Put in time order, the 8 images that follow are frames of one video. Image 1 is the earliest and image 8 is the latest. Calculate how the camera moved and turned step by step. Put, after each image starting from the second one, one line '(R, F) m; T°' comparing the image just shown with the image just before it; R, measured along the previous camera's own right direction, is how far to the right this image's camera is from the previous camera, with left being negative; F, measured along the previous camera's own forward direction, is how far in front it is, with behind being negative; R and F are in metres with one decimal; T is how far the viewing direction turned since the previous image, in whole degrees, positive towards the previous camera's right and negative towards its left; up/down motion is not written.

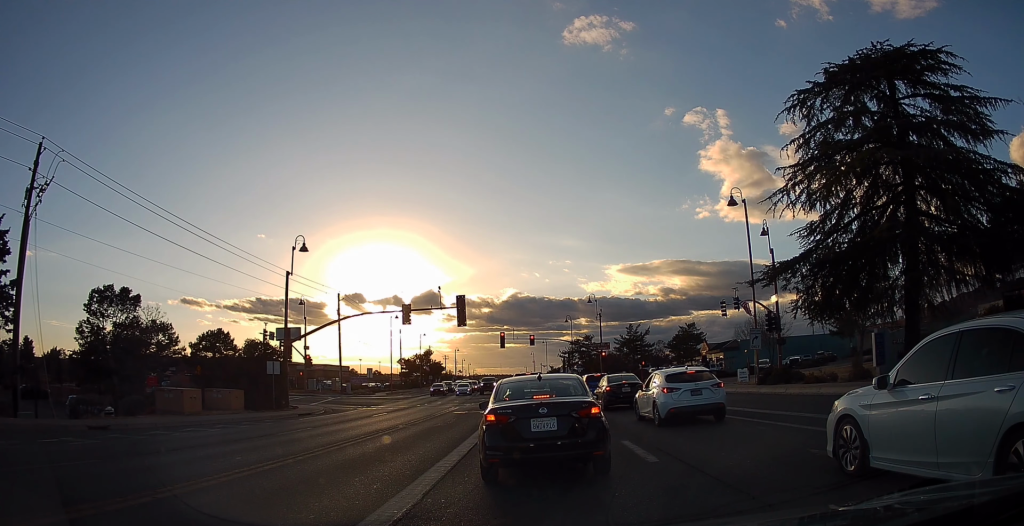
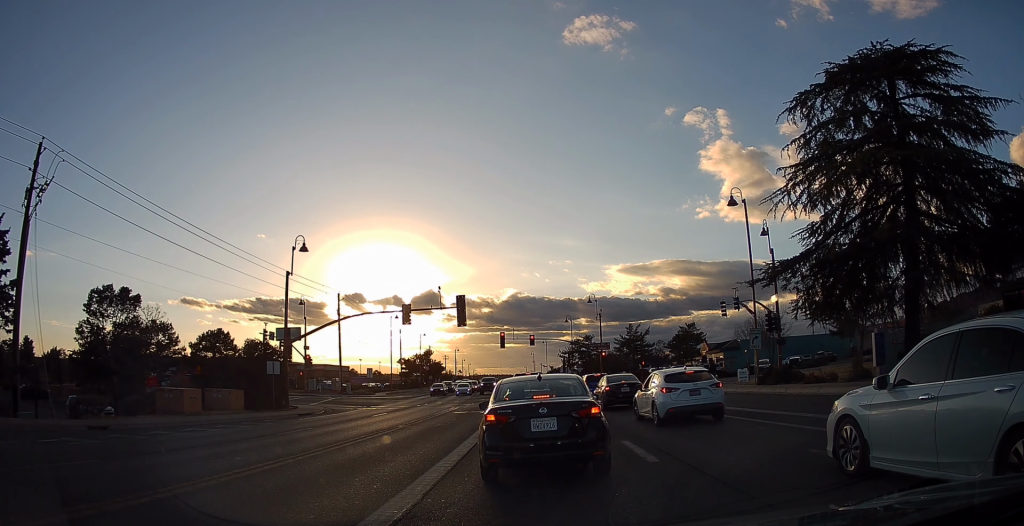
(0.0, 0.0) m; 0°
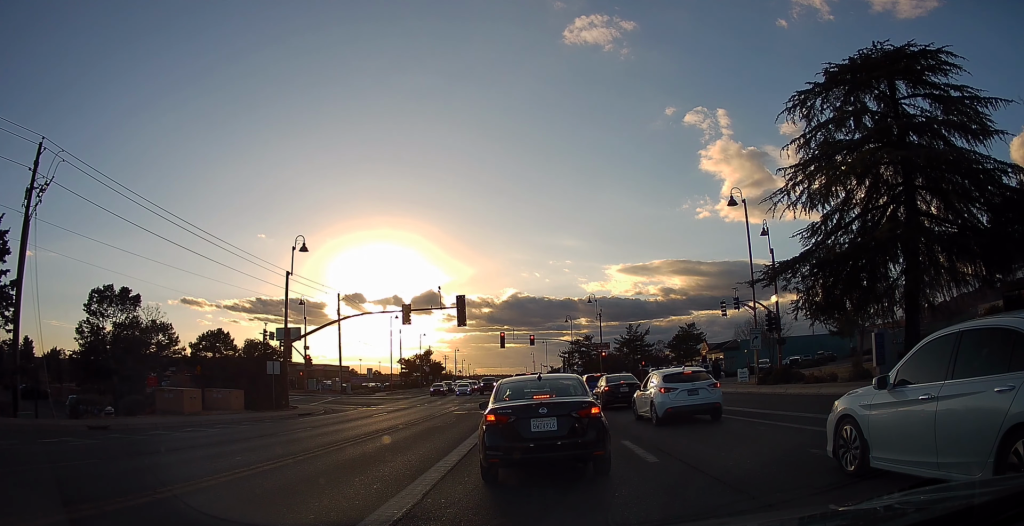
(0.0, 0.0) m; 0°
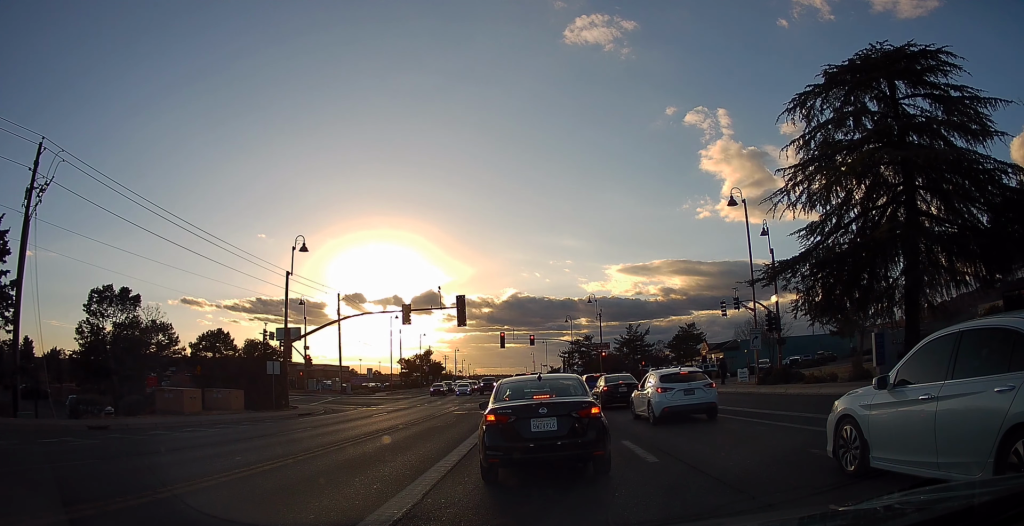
(0.0, 0.0) m; 0°
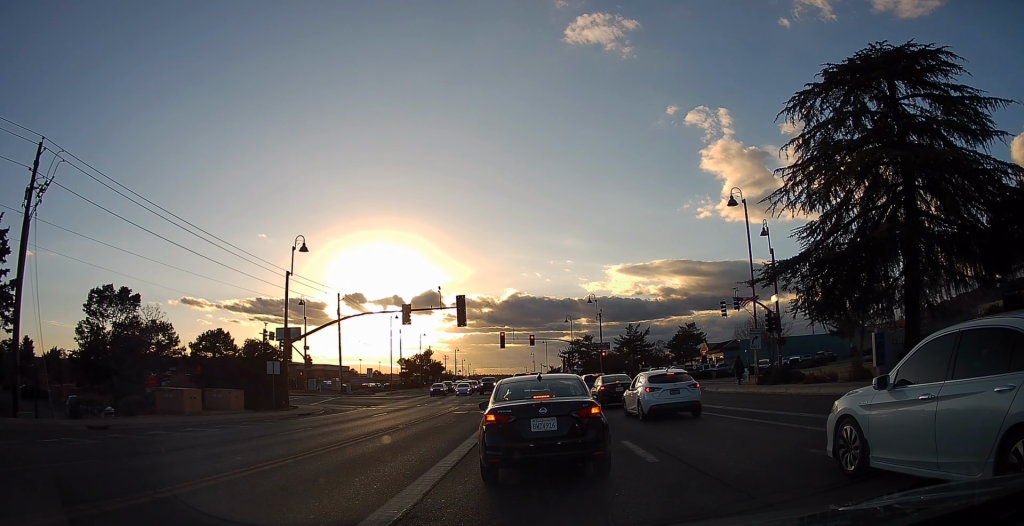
(0.0, 0.0) m; 0°
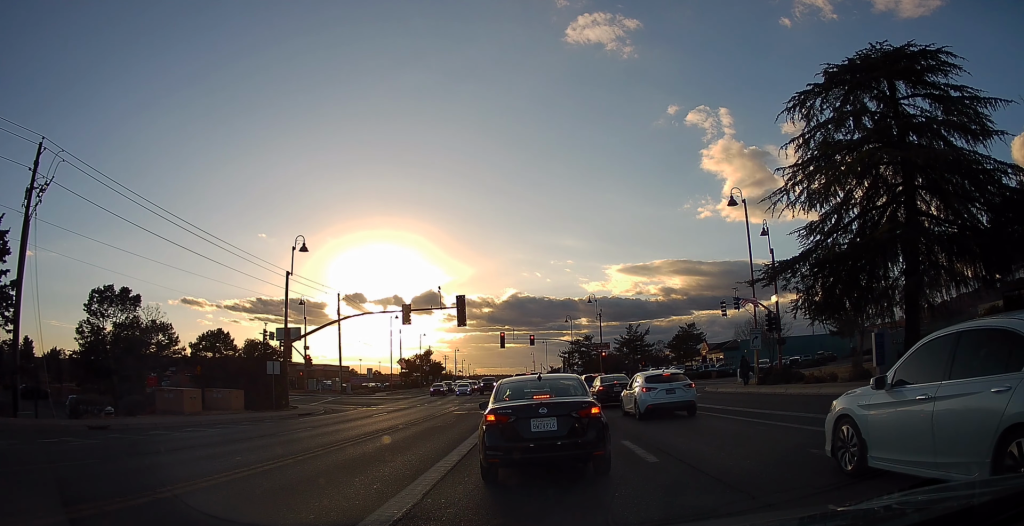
(0.0, 0.0) m; 0°
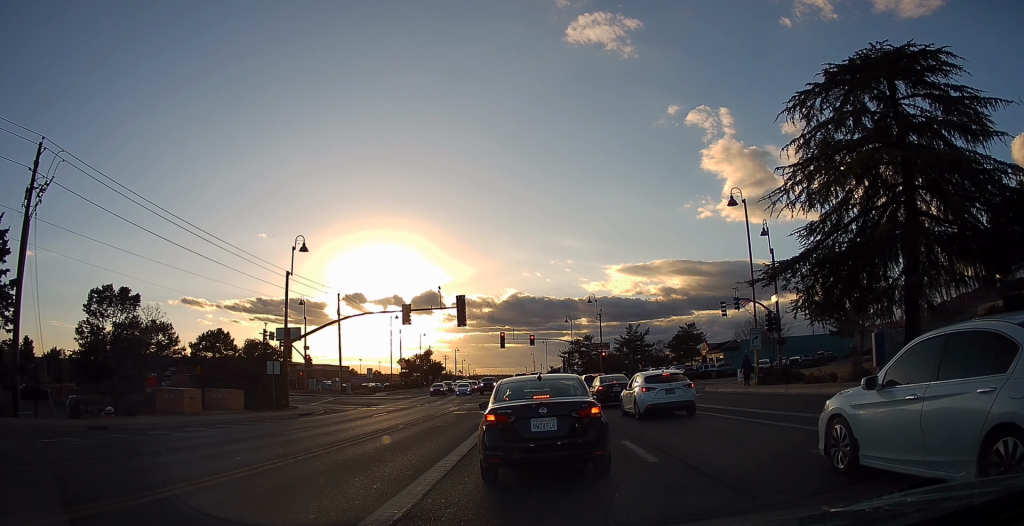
(0.0, 0.0) m; 0°
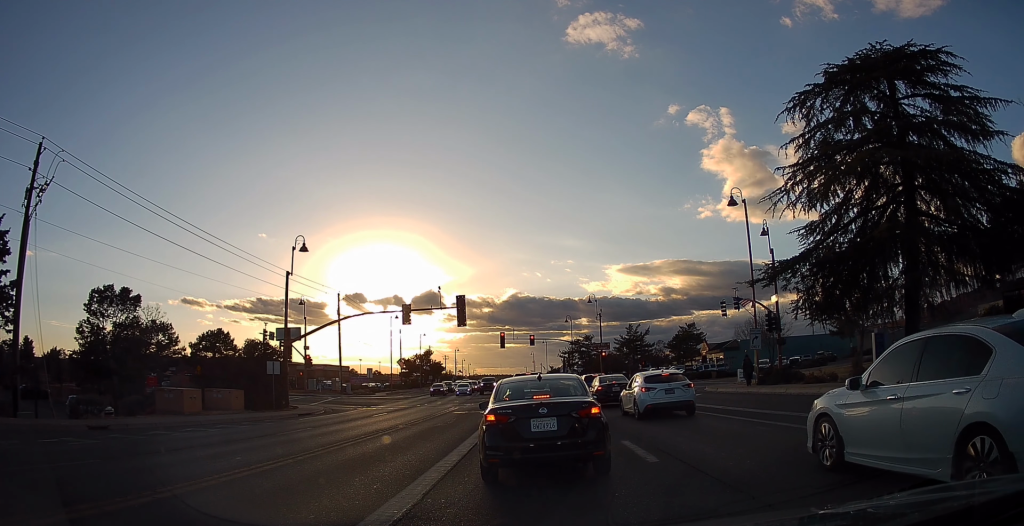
(0.0, 0.0) m; 0°
